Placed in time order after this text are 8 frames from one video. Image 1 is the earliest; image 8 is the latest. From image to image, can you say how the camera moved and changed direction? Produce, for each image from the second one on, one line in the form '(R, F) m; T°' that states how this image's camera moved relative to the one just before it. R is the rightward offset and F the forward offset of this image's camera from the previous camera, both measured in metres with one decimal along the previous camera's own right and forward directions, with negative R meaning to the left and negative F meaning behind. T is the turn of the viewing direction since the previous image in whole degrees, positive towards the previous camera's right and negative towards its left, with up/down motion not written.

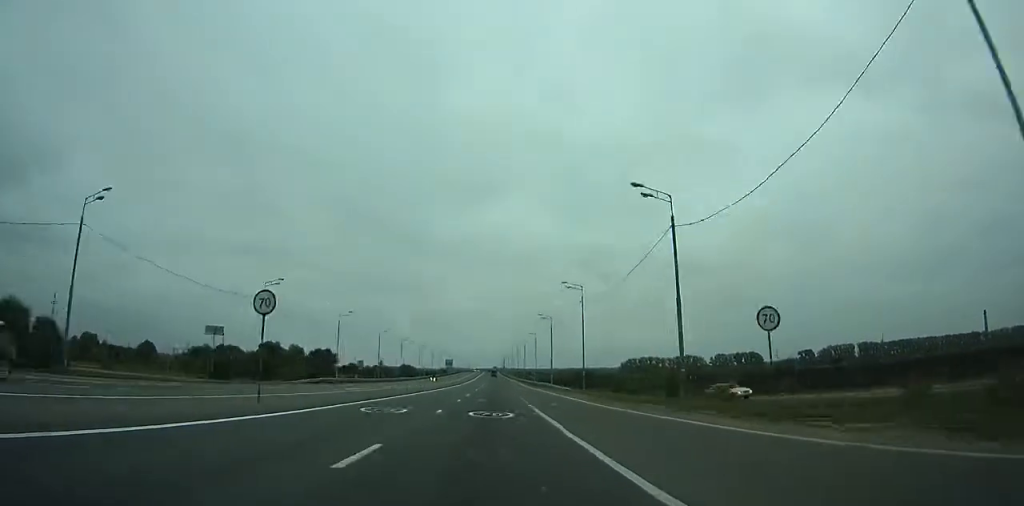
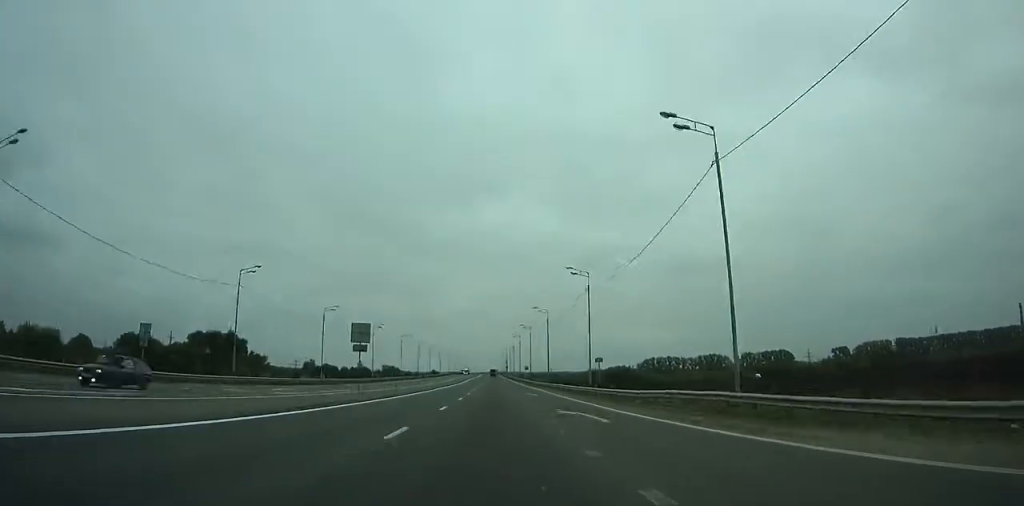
(+0.1, +68.8) m; 0°
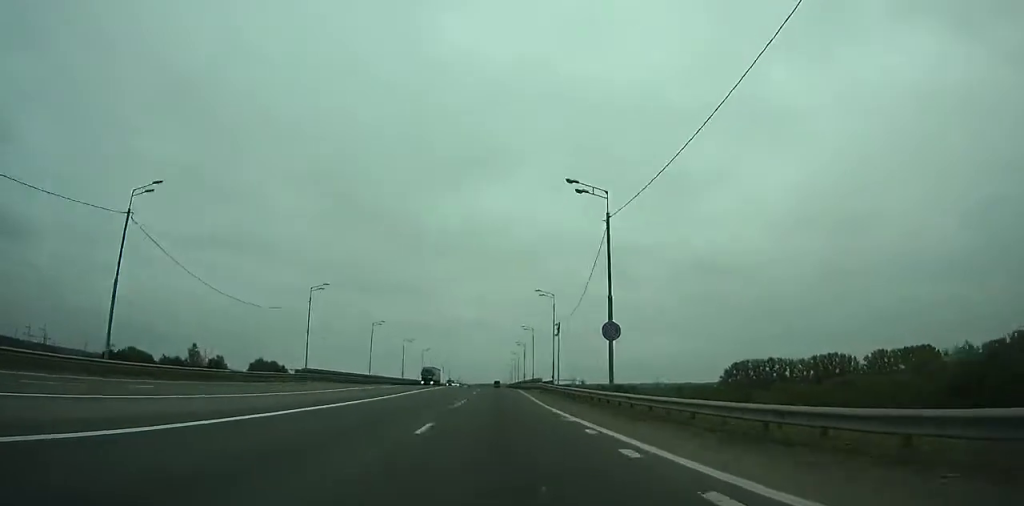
(-1.7, +201.1) m; -1°
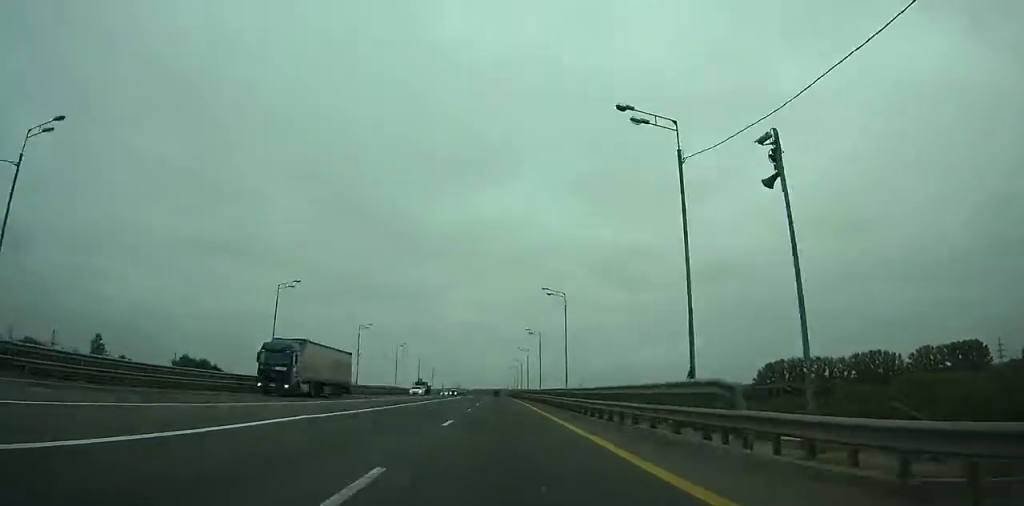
(0.0, +43.7) m; 0°
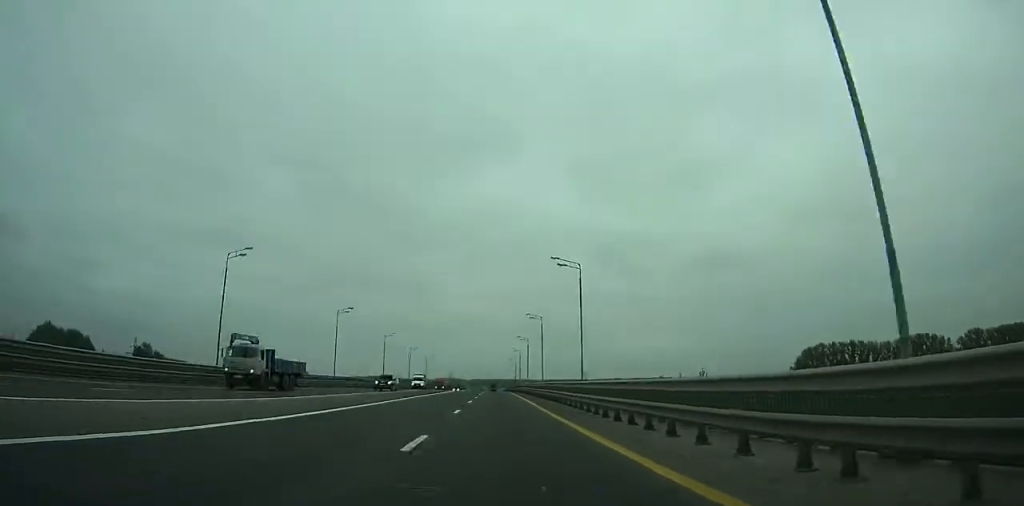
(+0.1, +43.1) m; 0°
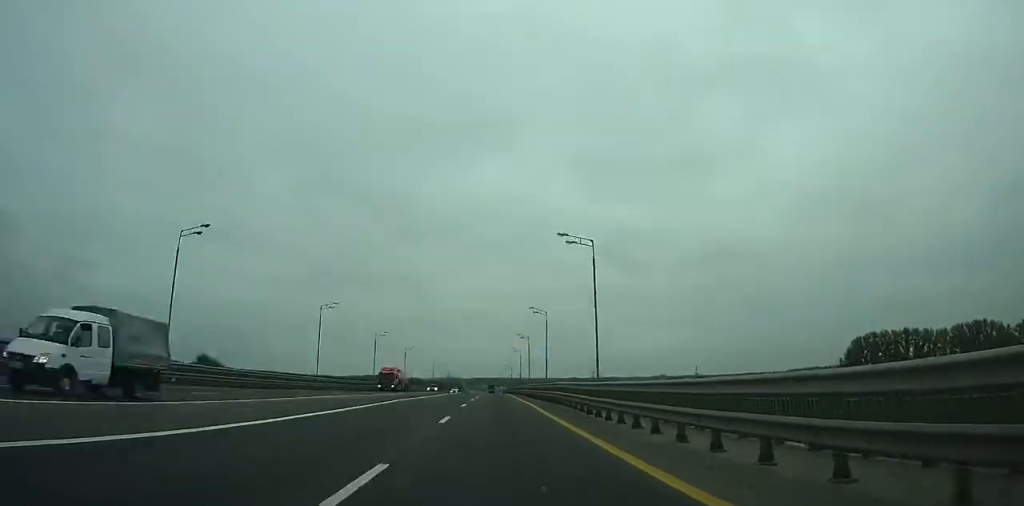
(+0.1, +40.6) m; 0°
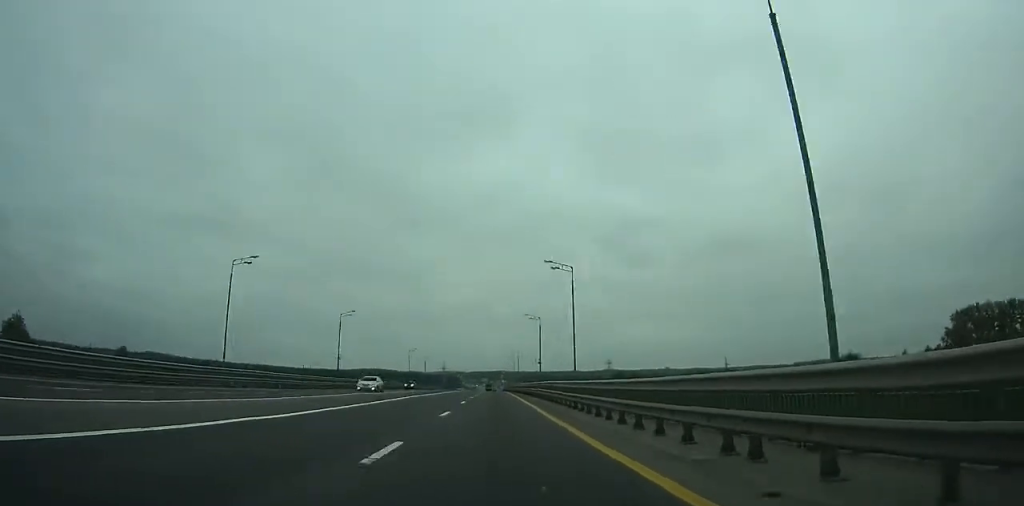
(+0.1, +57.9) m; 0°
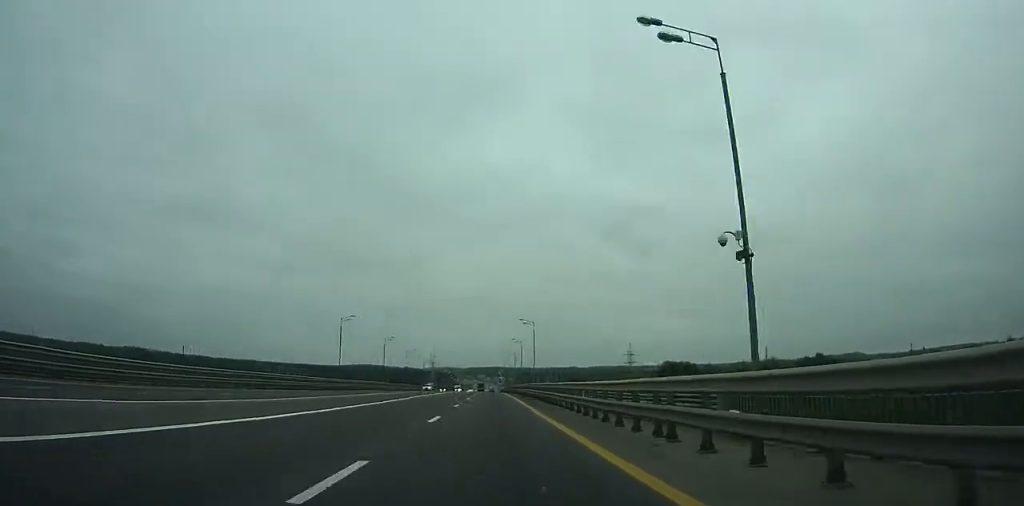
(+0.2, +61.7) m; 0°
